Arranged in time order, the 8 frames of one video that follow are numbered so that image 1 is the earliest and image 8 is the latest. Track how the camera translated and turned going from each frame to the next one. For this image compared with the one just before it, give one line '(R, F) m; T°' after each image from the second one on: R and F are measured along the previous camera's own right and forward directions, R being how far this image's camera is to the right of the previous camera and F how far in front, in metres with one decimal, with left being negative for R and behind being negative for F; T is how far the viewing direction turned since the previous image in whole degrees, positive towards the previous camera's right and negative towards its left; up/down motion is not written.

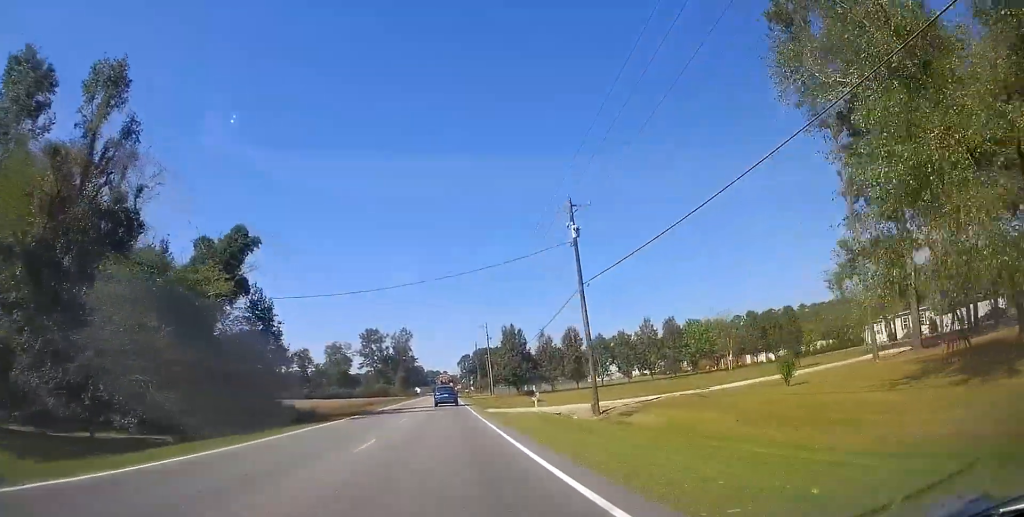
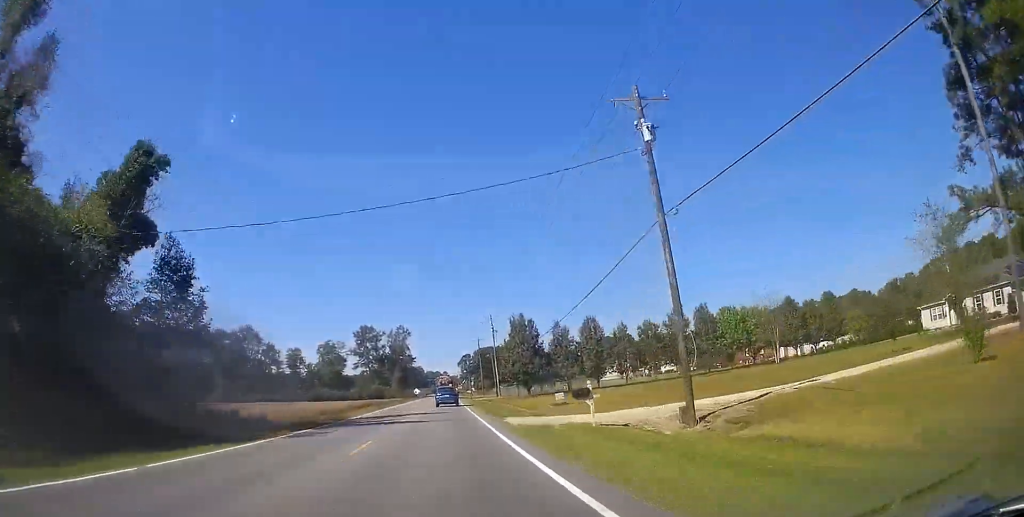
(-0.1, +12.3) m; 0°
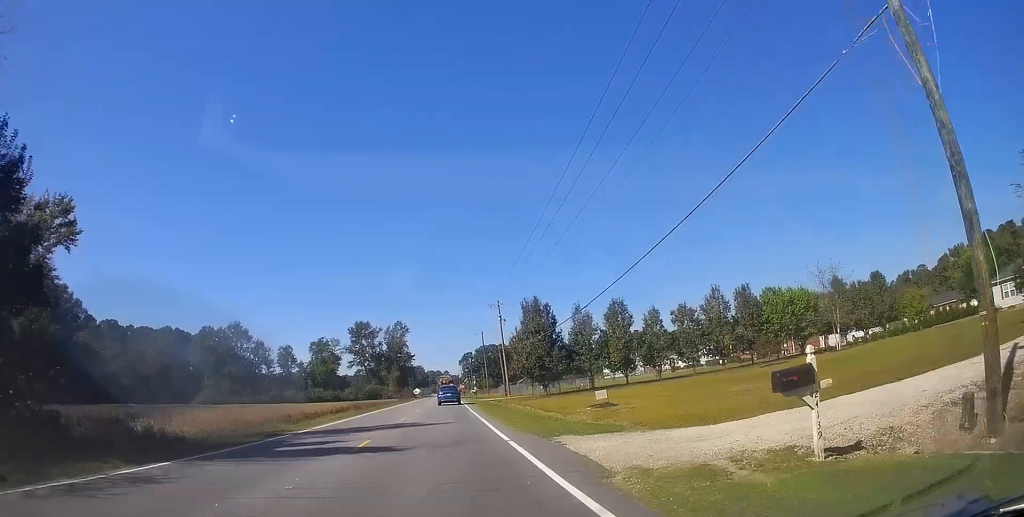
(0.0, +12.0) m; 0°
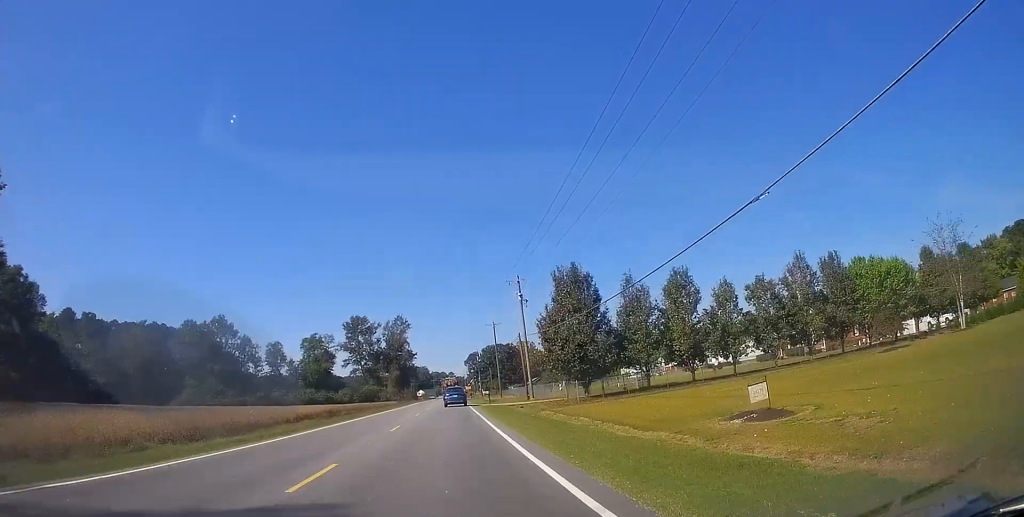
(0.0, +16.8) m; 0°
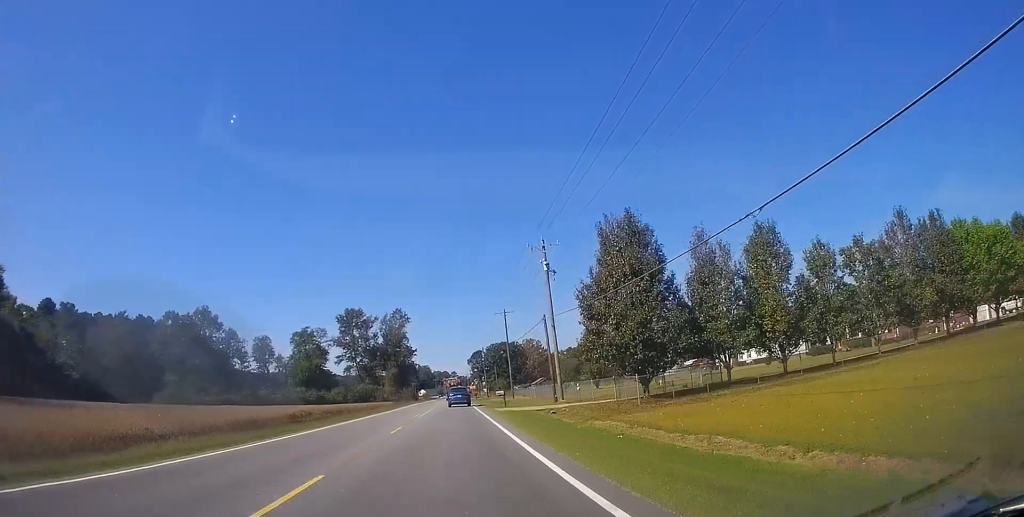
(0.0, +13.5) m; 0°
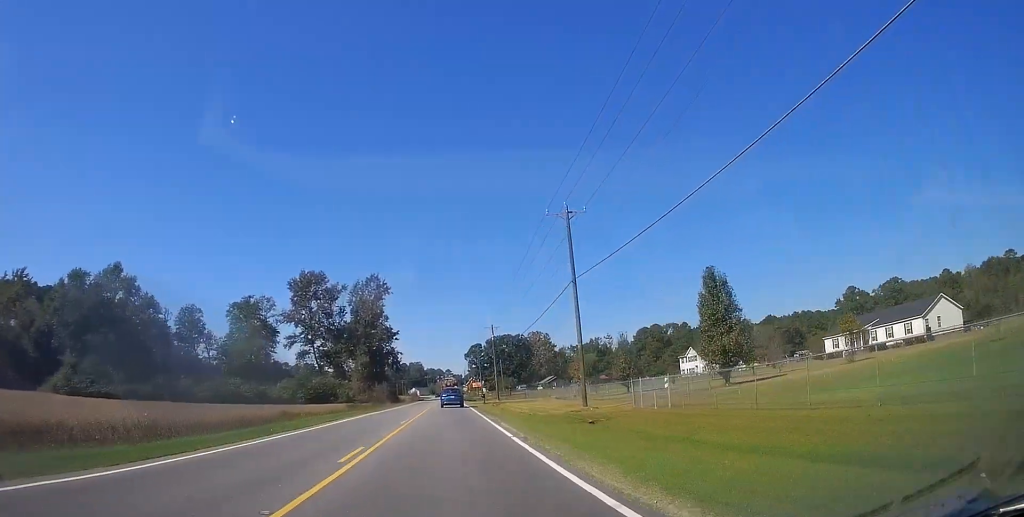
(+0.8, +42.9) m; +1°
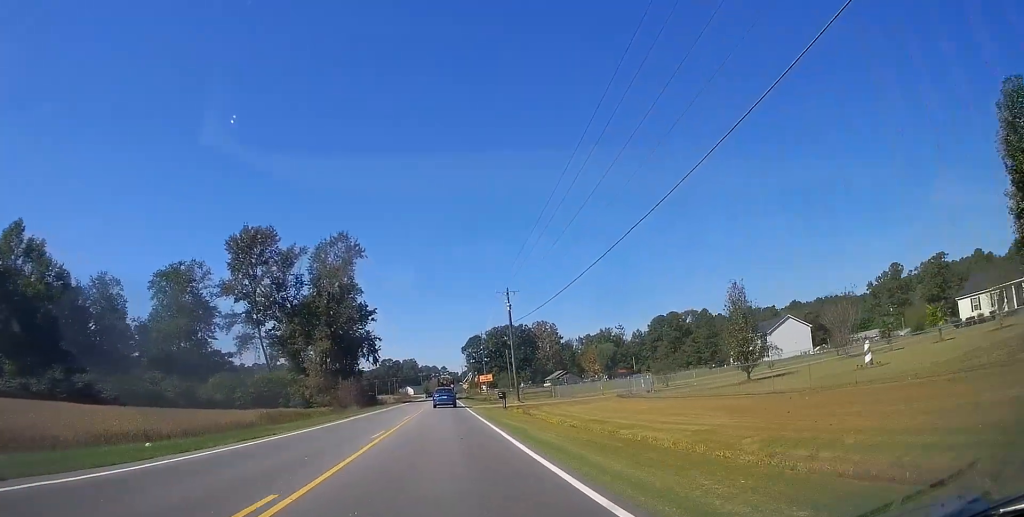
(-0.7, +30.3) m; -1°
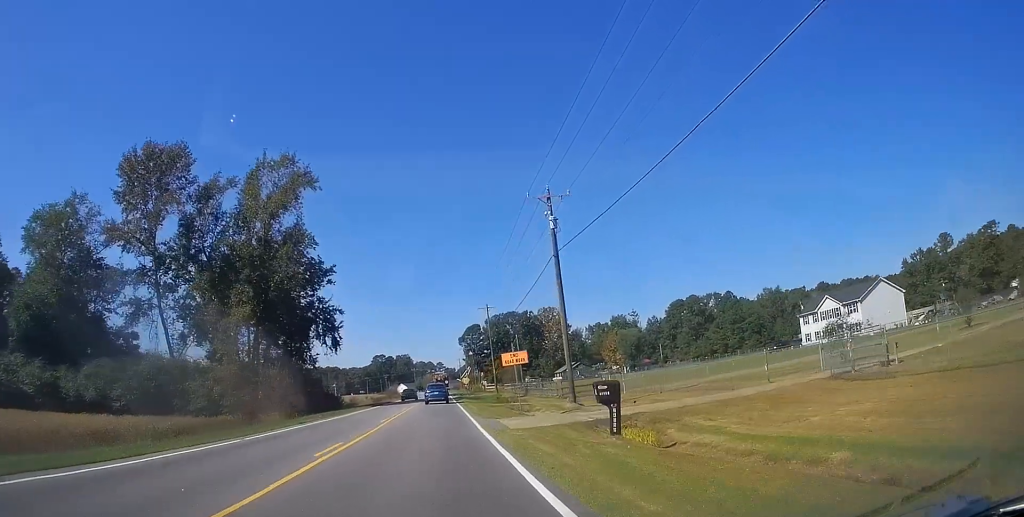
(+0.5, +29.7) m; +1°
